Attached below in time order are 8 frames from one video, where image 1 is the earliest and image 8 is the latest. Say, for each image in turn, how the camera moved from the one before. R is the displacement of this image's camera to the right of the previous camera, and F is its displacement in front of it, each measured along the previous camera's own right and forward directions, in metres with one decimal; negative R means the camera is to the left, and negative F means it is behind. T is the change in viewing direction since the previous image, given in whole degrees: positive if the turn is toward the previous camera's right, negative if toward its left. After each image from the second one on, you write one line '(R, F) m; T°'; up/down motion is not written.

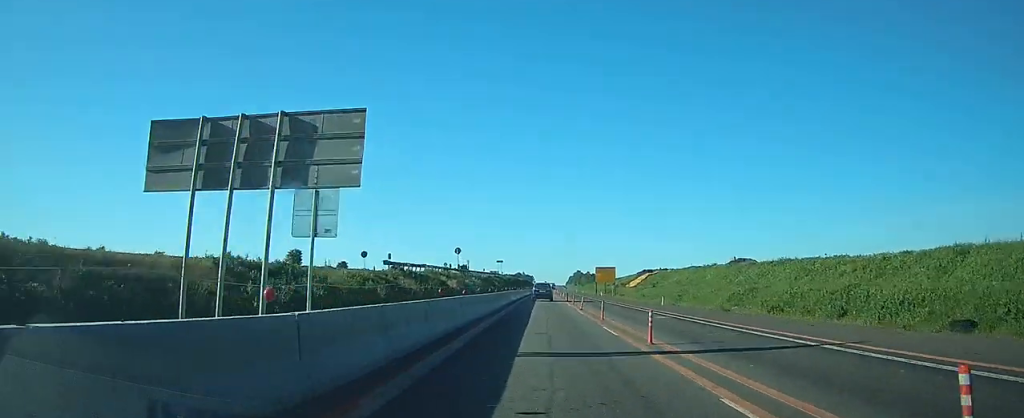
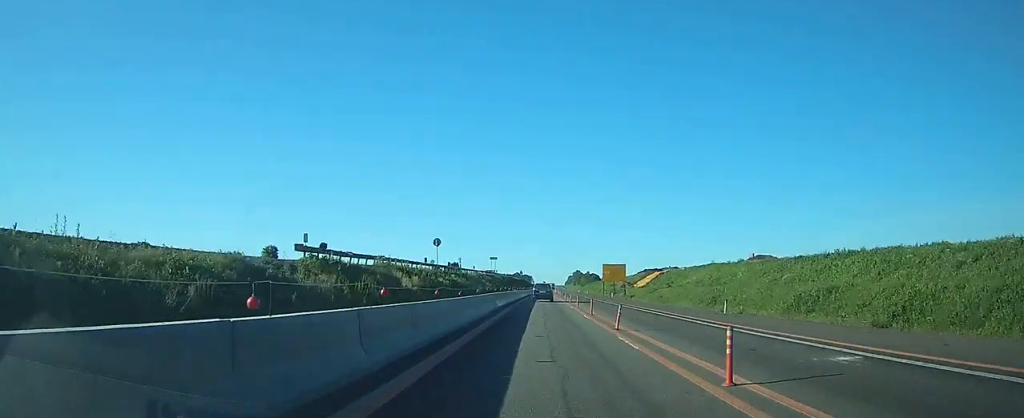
(0.0, +15.3) m; 0°
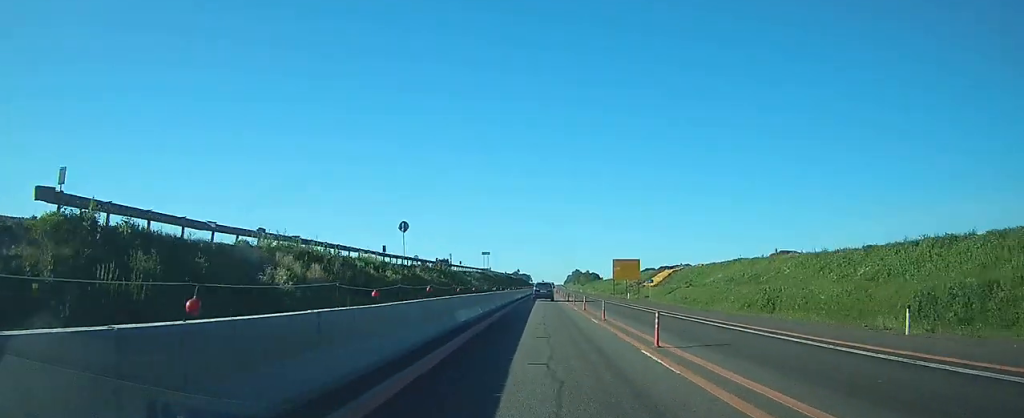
(0.0, +15.4) m; 0°
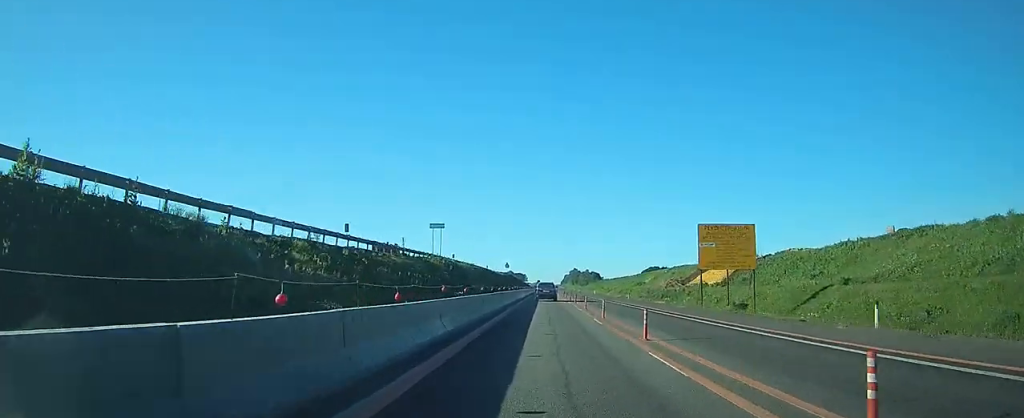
(+0.2, +48.2) m; 0°
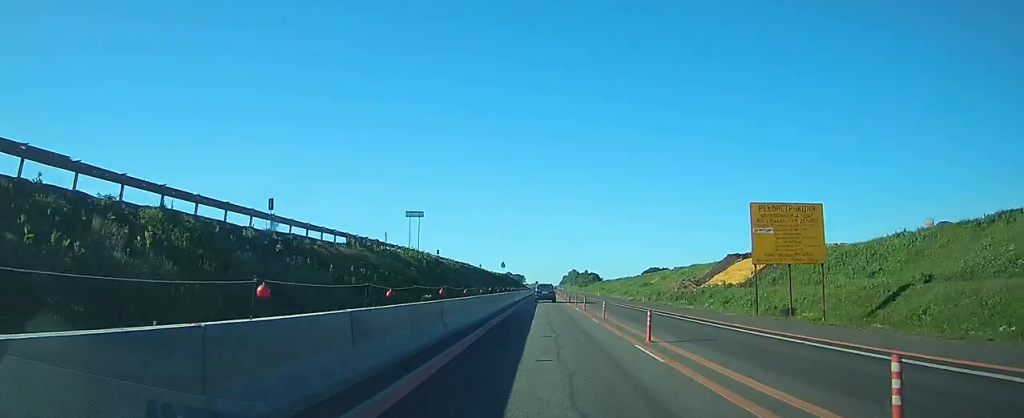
(0.0, +10.2) m; 0°
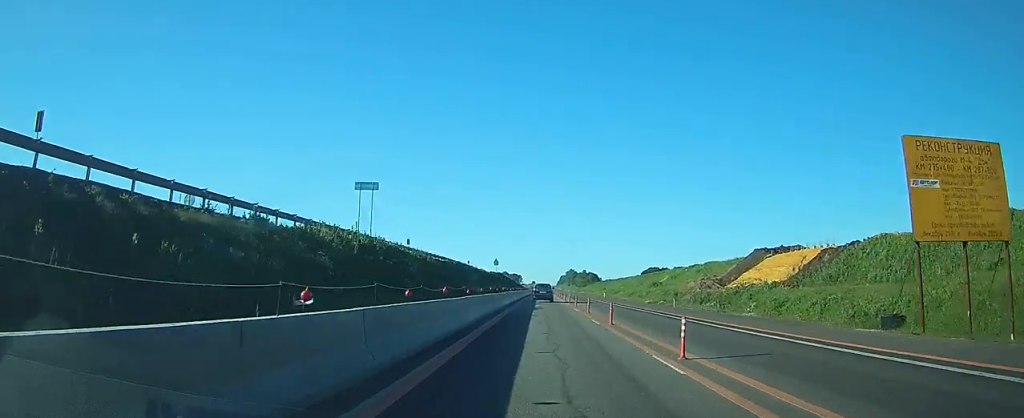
(0.0, +13.4) m; 0°
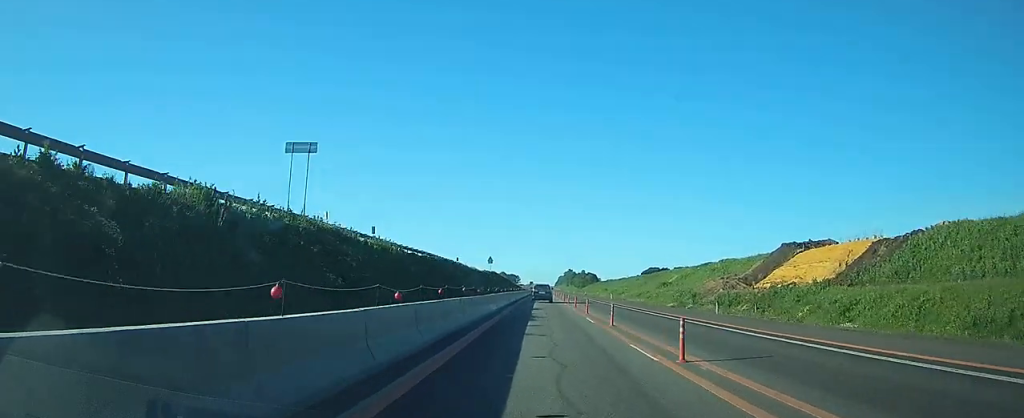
(0.0, +10.3) m; 0°
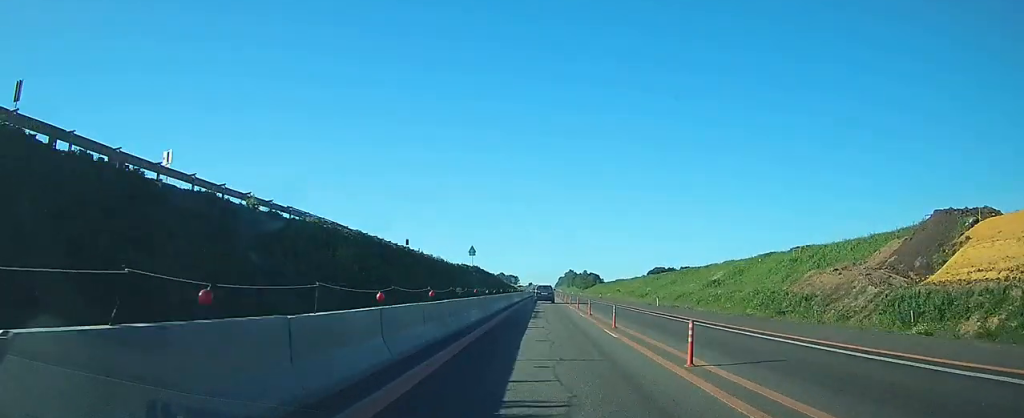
(0.0, +30.3) m; 0°
